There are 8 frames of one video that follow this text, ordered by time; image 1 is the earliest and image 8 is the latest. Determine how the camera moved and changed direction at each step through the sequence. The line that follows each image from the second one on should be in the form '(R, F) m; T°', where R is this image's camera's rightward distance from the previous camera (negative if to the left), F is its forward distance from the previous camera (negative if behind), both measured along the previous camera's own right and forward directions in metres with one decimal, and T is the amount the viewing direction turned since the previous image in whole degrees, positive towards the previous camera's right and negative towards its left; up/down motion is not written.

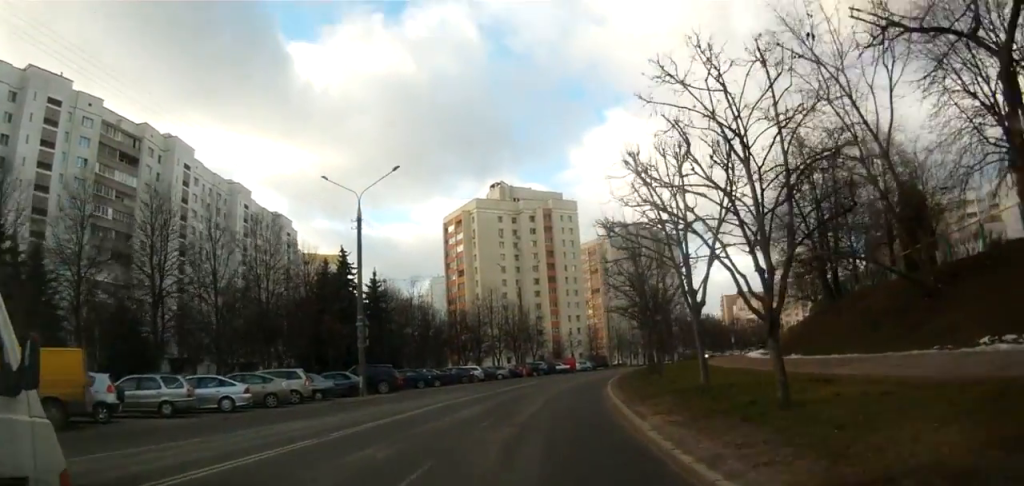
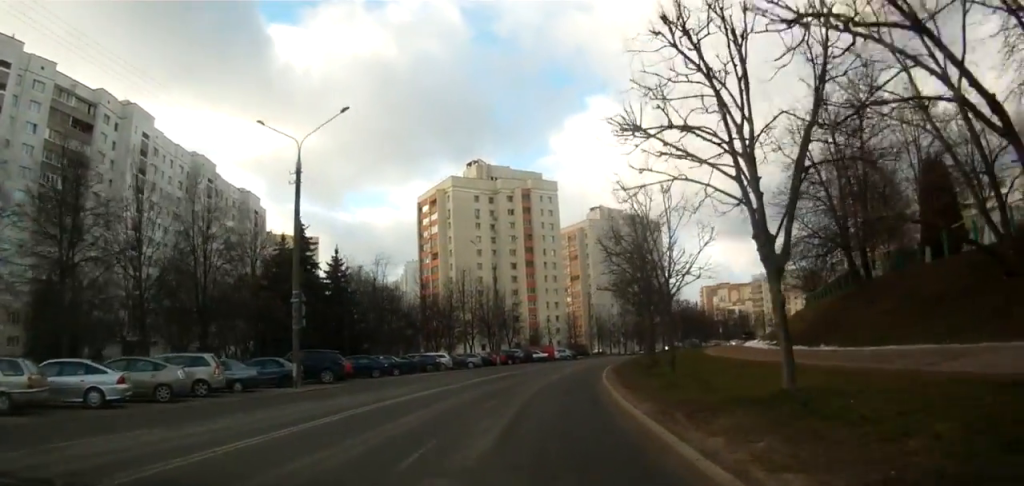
(+0.1, +6.7) m; +5°
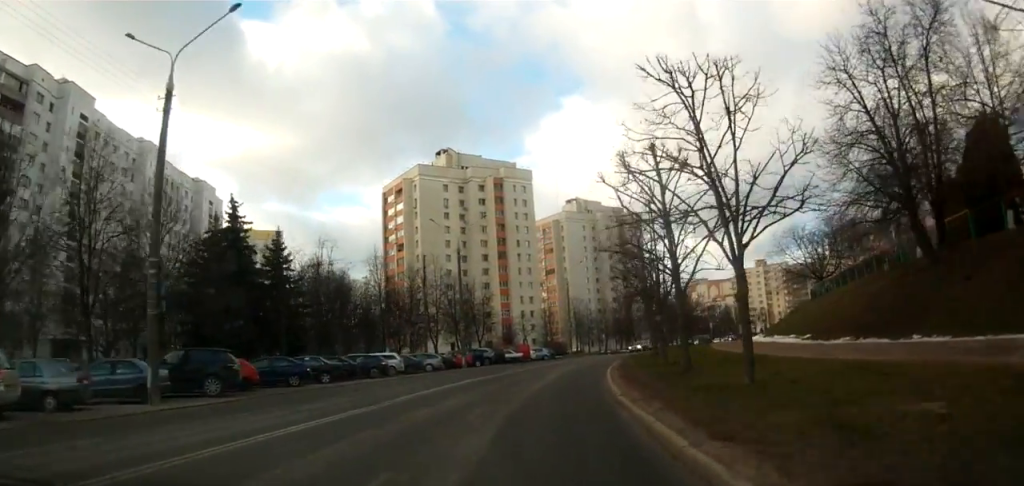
(+0.5, +8.9) m; +4°
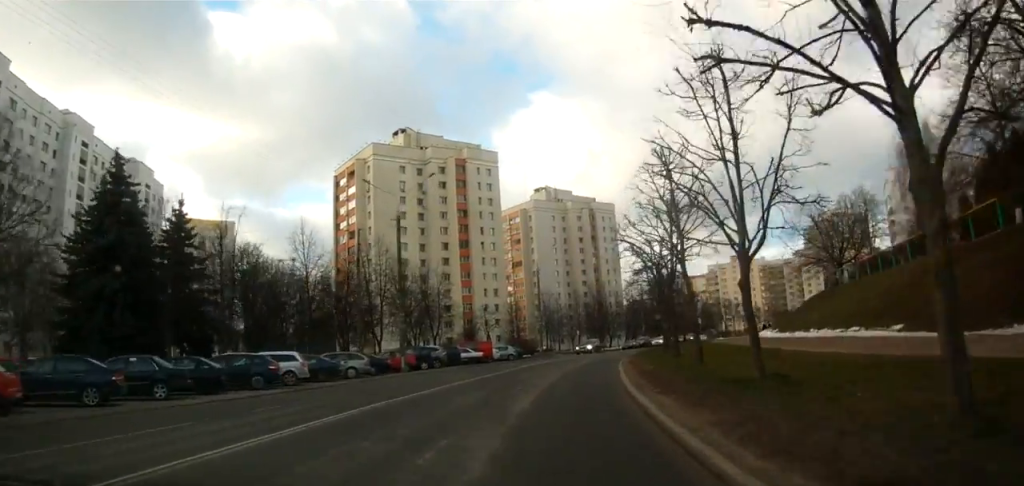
(+0.1, +12.5) m; +2°
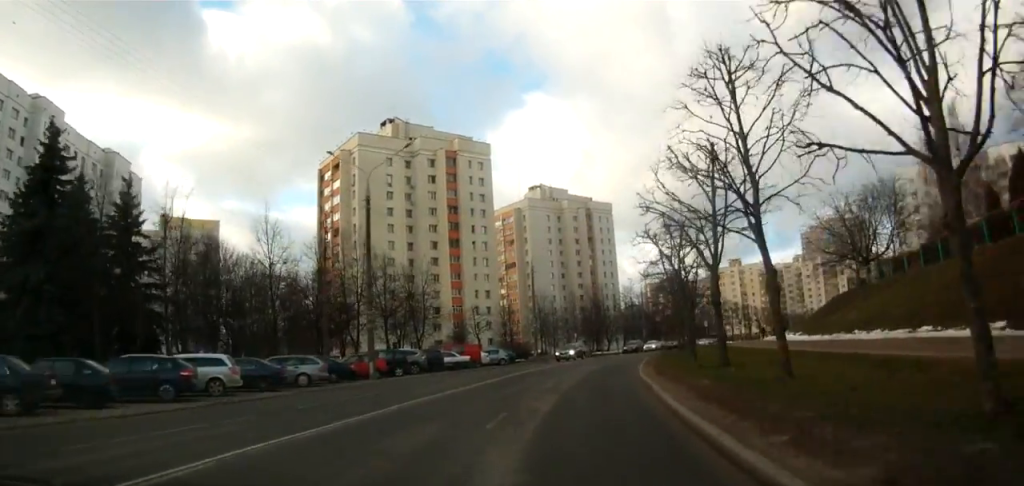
(+0.1, +6.3) m; +1°
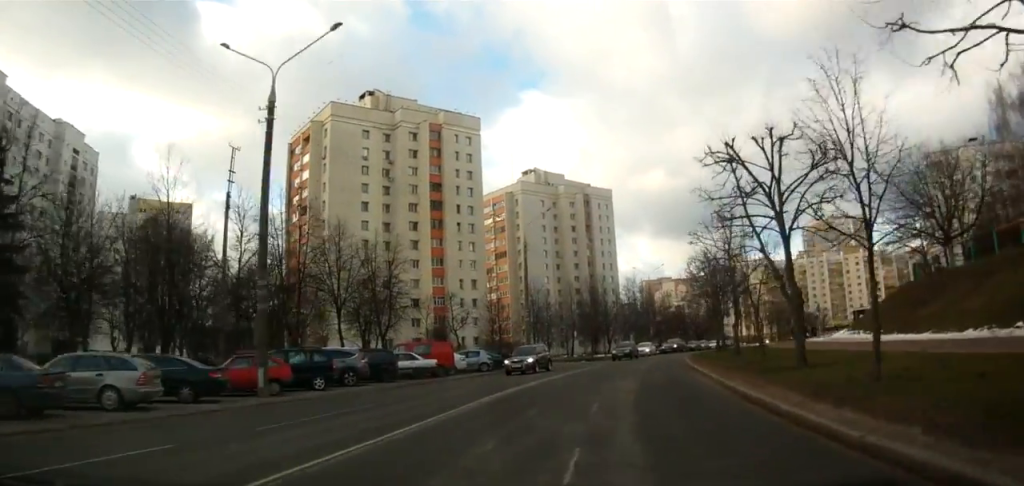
(+0.1, +13.3) m; +4°
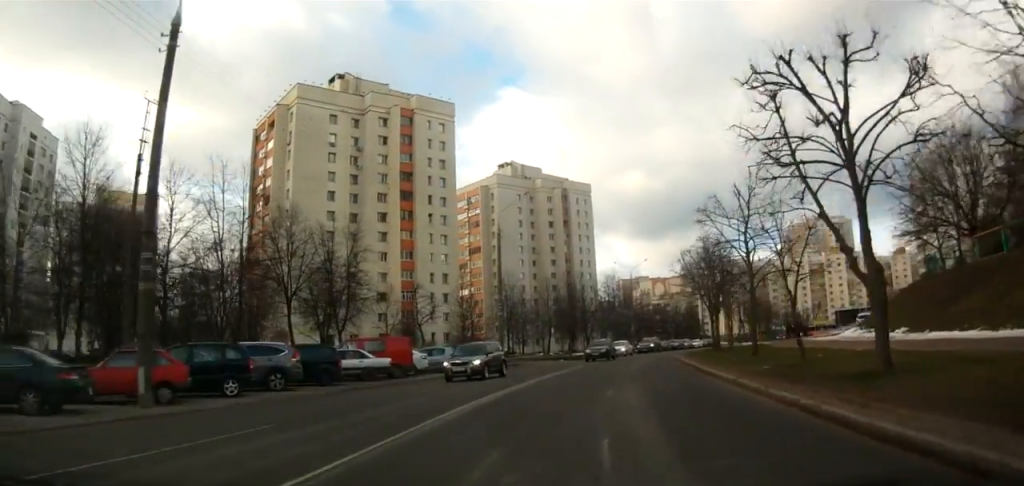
(+0.1, +5.1) m; +3°
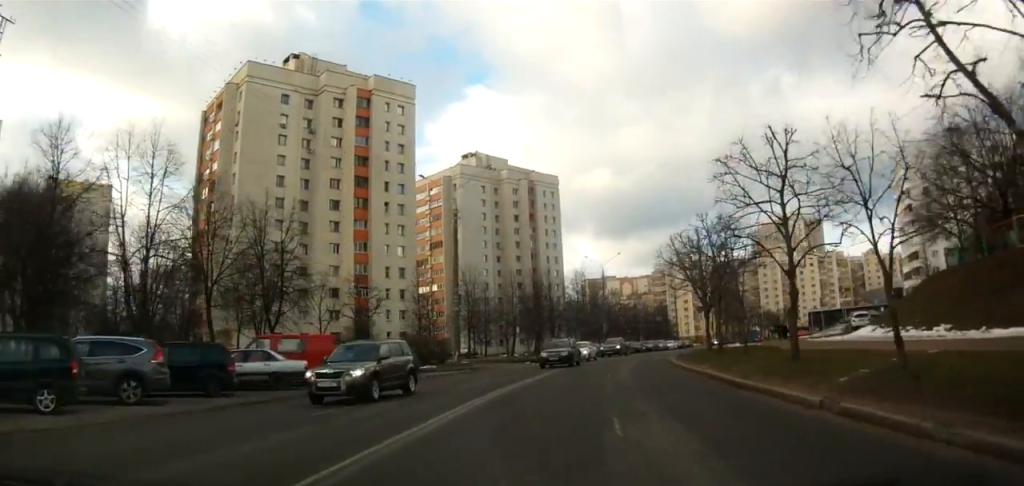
(+0.4, +6.6) m; +5°
